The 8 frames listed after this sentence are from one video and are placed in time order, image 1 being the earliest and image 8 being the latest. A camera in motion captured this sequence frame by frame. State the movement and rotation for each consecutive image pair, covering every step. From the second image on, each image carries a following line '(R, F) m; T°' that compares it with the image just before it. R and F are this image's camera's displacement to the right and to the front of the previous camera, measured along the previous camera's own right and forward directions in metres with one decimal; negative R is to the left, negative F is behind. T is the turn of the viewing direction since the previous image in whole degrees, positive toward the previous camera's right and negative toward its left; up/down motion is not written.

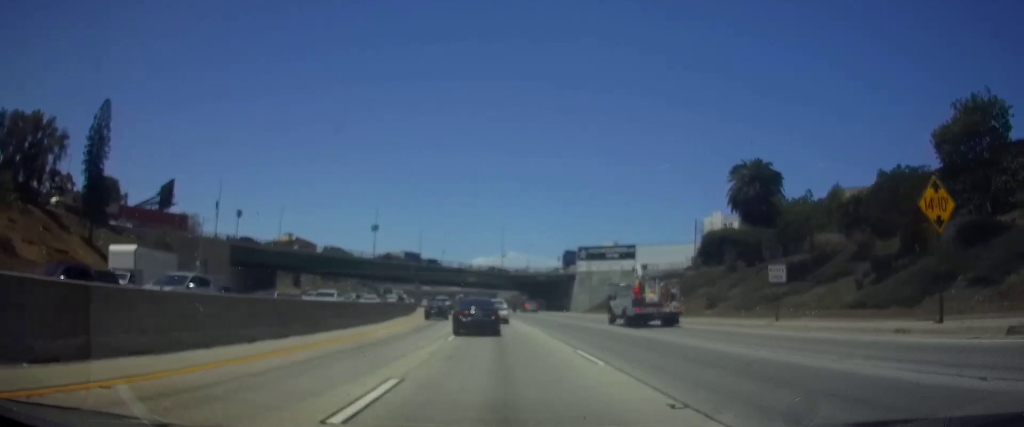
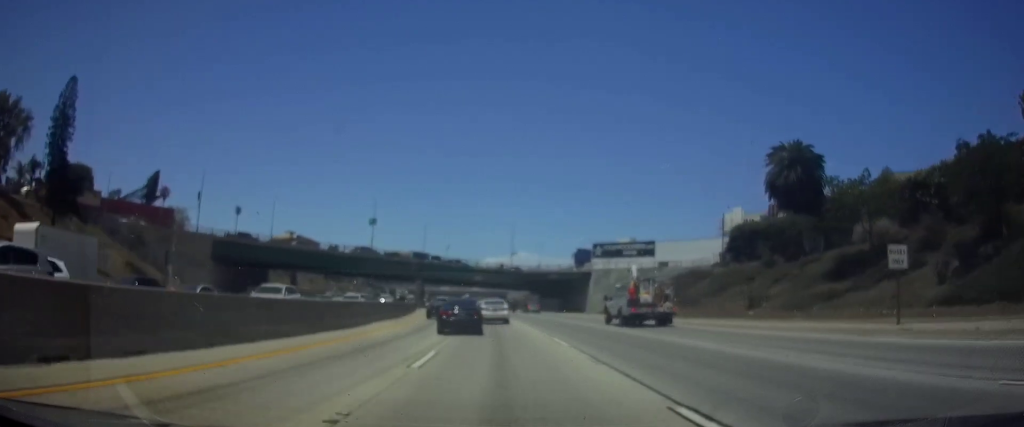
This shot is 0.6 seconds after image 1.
(-0.1, +9.0) m; -1°
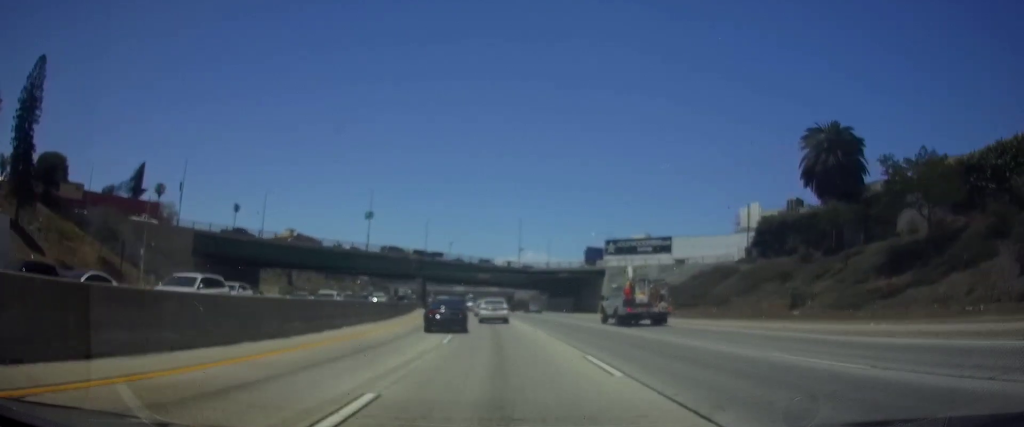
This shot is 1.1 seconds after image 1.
(-0.1, +7.4) m; -1°
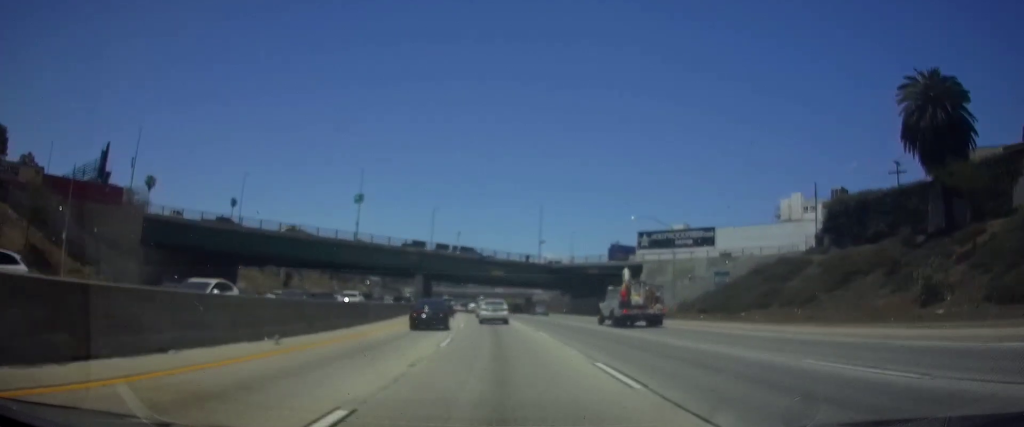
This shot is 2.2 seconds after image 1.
(-0.2, +15.9) m; -1°
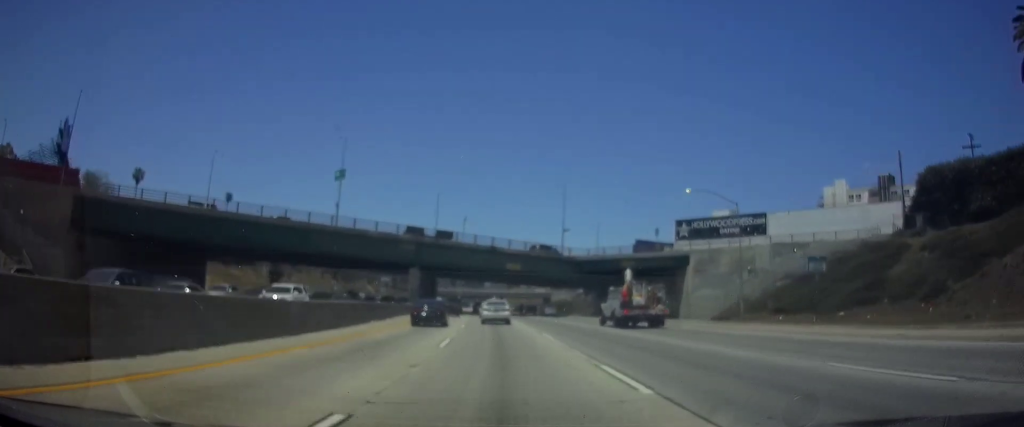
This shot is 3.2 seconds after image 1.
(-0.2, +15.3) m; -2°
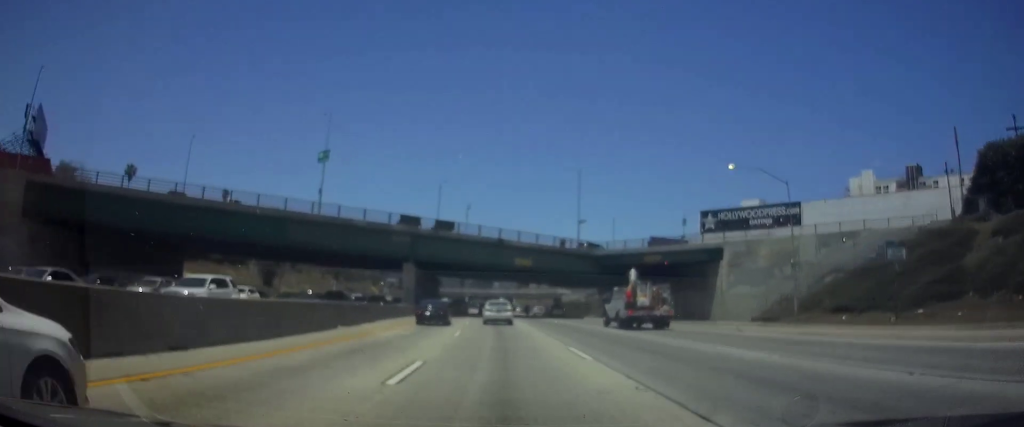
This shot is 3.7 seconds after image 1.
(0.0, +8.3) m; -1°
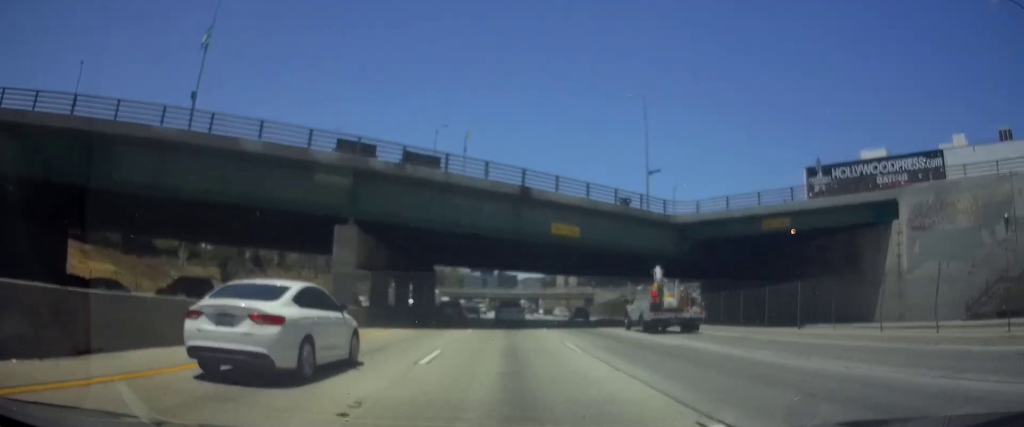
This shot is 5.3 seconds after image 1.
(-0.6, +26.4) m; -2°
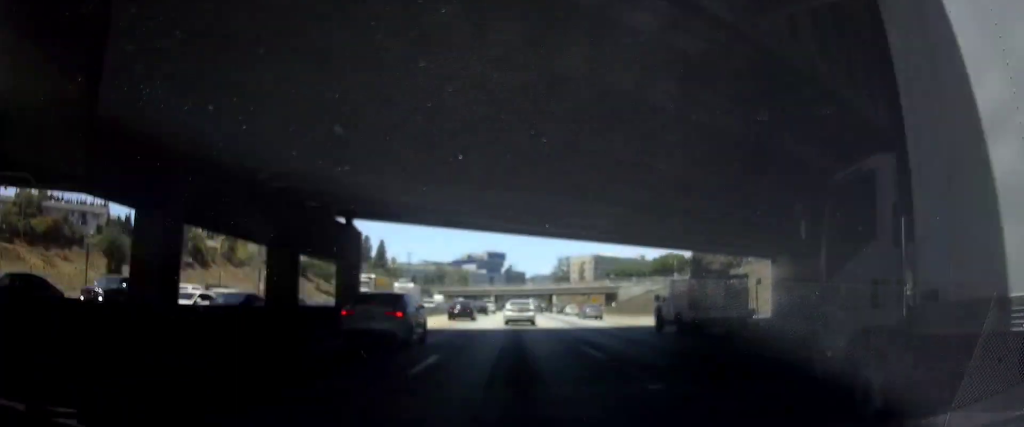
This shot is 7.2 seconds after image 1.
(-0.3, +31.1) m; -1°
